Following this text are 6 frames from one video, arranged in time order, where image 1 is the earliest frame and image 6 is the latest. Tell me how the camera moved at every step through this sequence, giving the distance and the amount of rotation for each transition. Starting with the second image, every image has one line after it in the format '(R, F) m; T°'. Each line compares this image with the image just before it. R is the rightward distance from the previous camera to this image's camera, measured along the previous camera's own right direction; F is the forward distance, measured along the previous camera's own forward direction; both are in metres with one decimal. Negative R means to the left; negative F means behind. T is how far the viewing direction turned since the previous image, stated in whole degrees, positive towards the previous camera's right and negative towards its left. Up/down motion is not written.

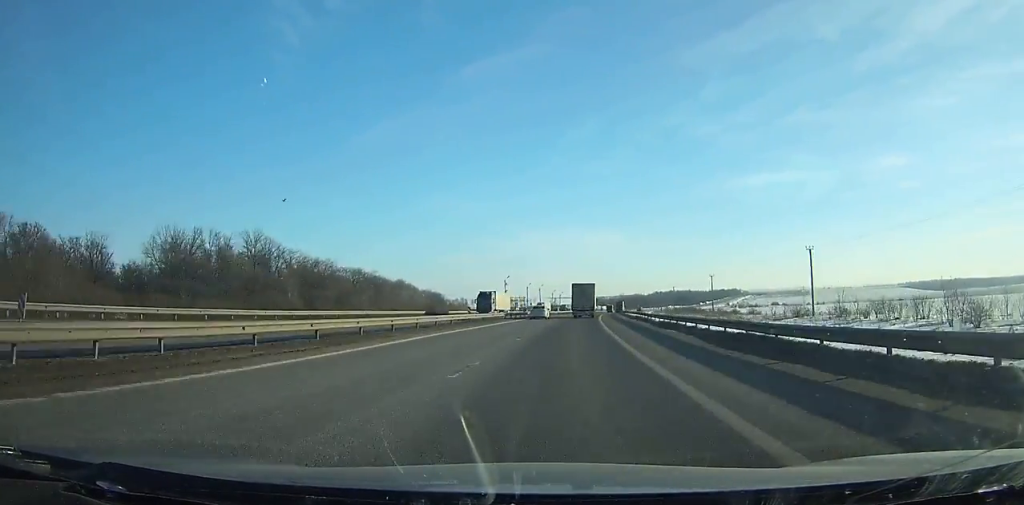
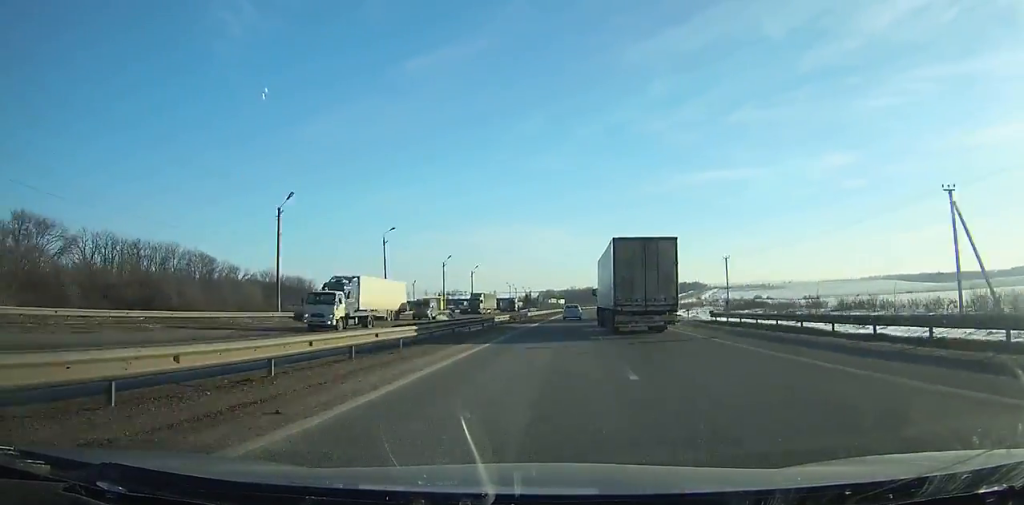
(+7.2, +157.4) m; +5°
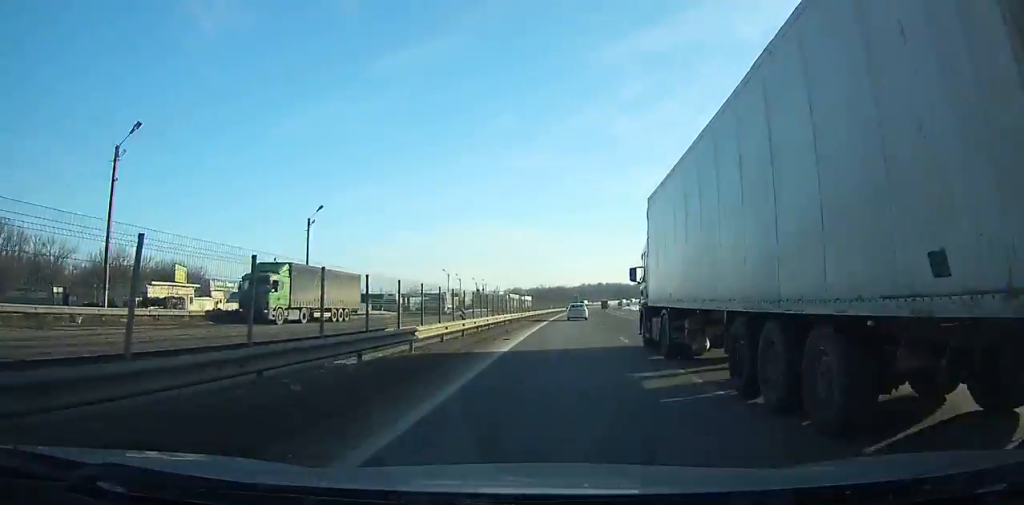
(+1.7, +73.5) m; +3°
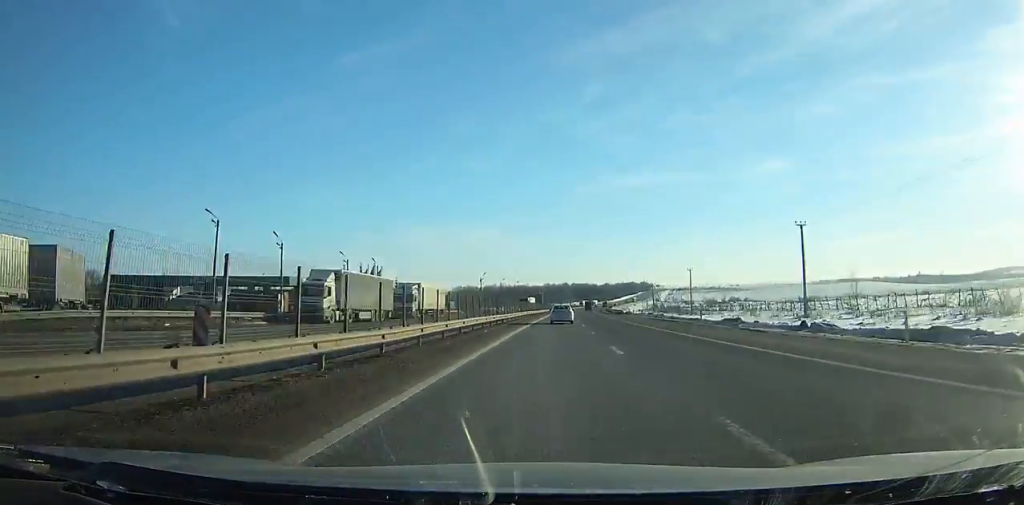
(+2.6, +88.3) m; +3°
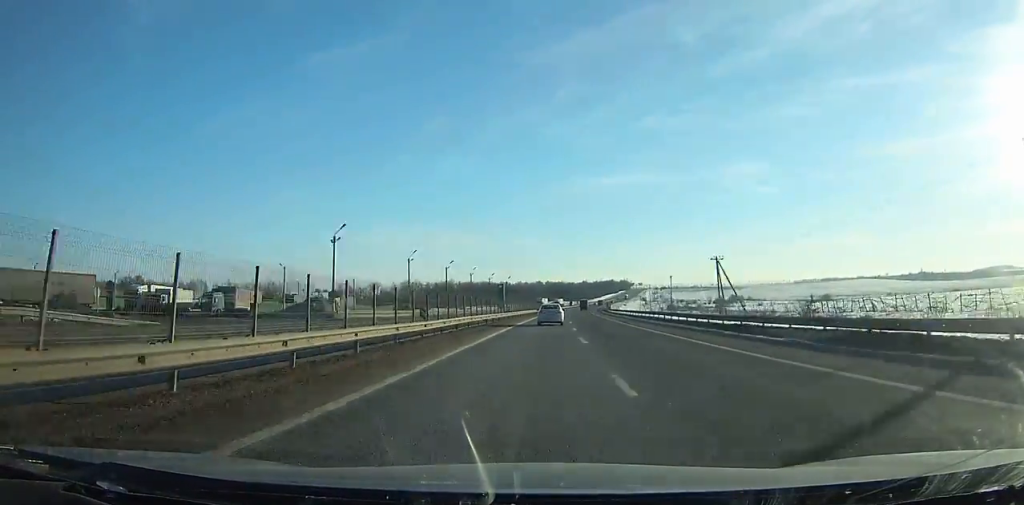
(+2.4, +90.8) m; +3°
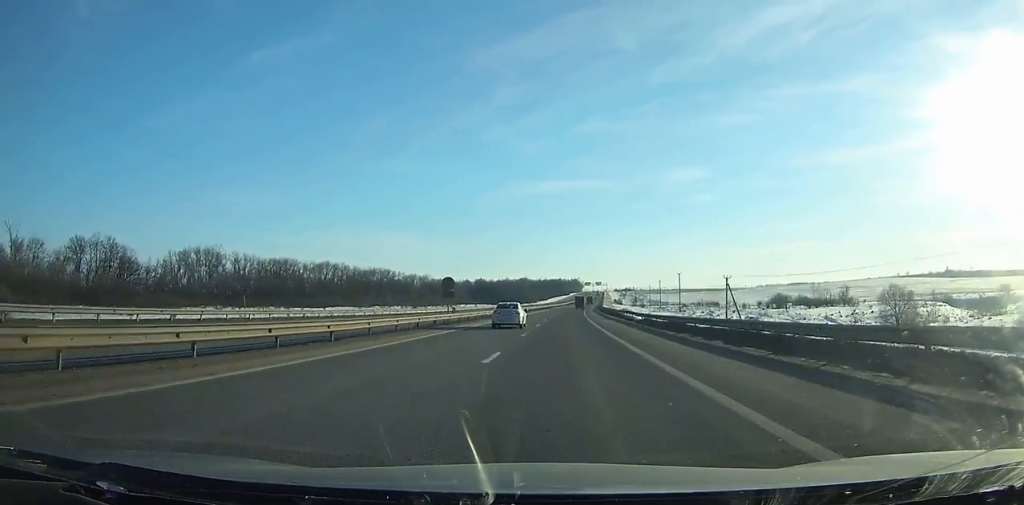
(+11.5, +233.2) m; +6°
